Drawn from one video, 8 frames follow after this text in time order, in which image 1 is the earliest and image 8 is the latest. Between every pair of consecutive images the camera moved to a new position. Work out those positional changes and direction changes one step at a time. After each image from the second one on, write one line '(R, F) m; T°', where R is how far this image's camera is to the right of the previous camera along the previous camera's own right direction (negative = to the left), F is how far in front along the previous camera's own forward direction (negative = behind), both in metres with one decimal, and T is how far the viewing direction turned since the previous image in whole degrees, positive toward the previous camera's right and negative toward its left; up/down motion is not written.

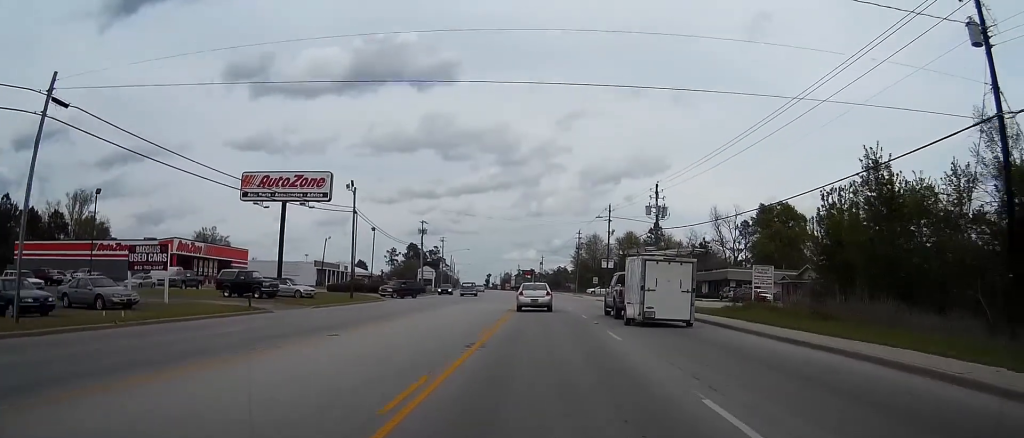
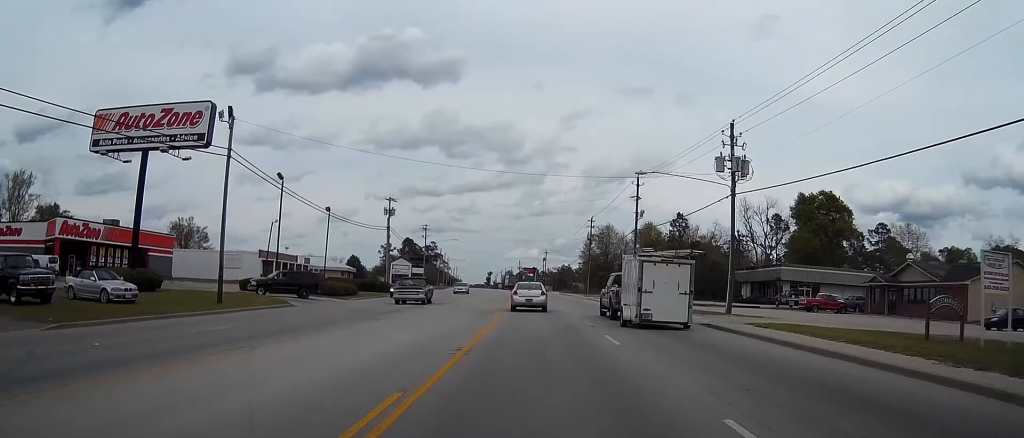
(-0.2, +26.2) m; -1°
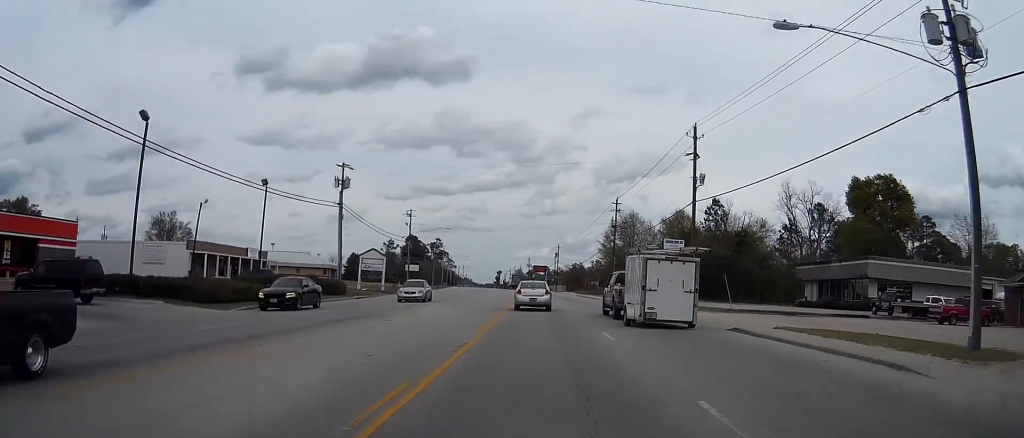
(-0.2, +24.2) m; -1°
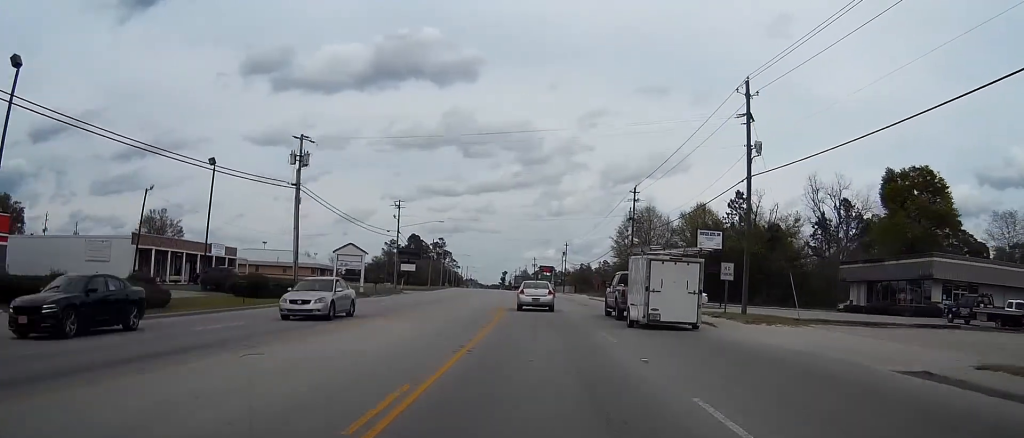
(0.0, +12.5) m; -1°
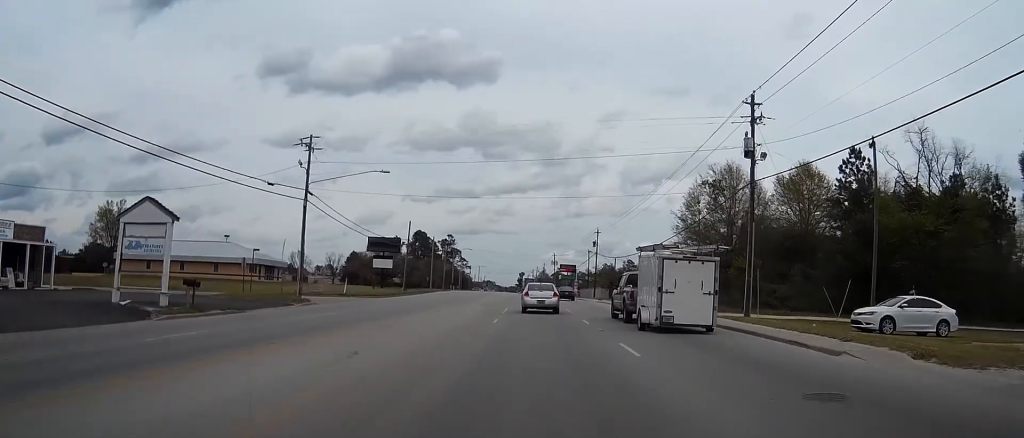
(-0.7, +41.3) m; -1°
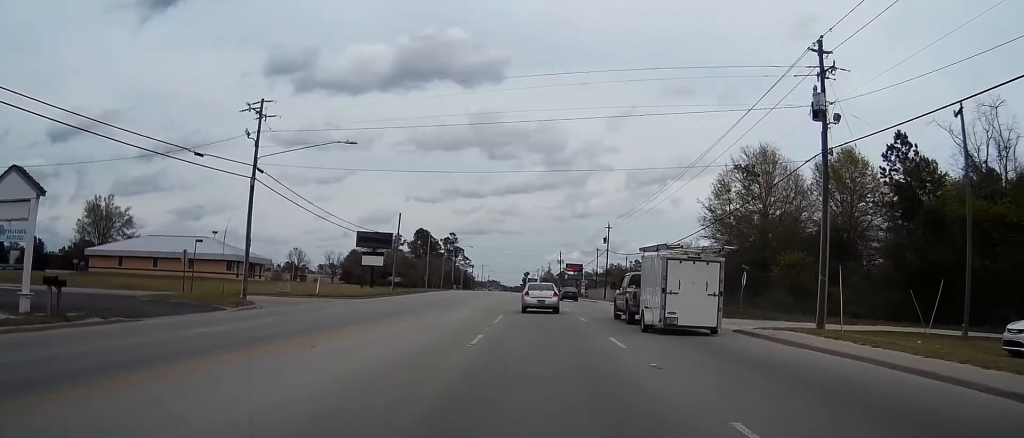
(0.0, +10.3) m; 0°
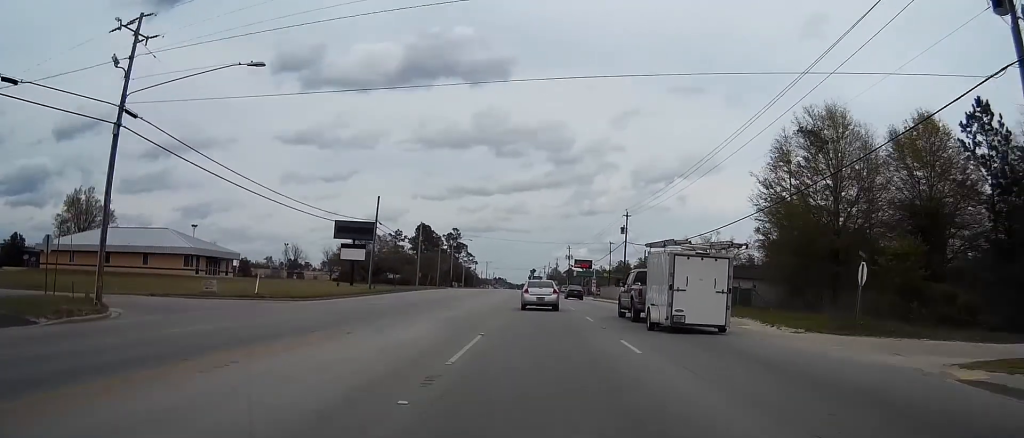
(0.0, +14.8) m; 0°
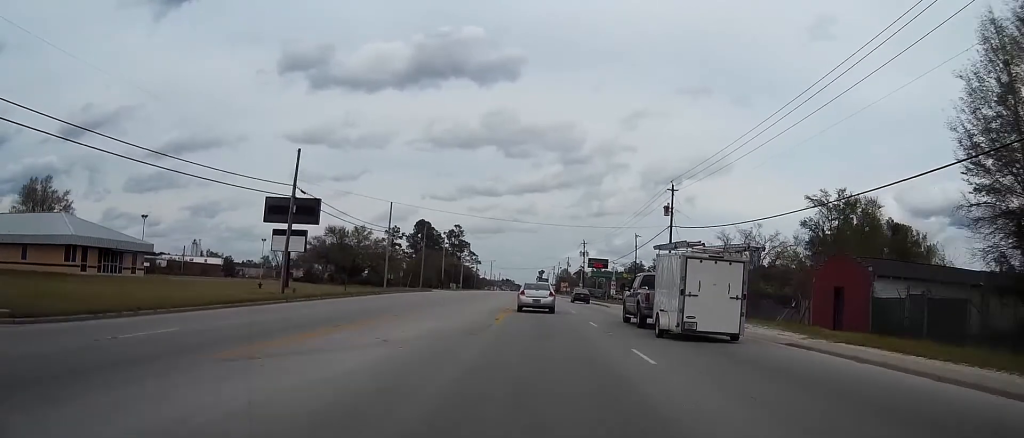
(-0.3, +26.3) m; -1°
